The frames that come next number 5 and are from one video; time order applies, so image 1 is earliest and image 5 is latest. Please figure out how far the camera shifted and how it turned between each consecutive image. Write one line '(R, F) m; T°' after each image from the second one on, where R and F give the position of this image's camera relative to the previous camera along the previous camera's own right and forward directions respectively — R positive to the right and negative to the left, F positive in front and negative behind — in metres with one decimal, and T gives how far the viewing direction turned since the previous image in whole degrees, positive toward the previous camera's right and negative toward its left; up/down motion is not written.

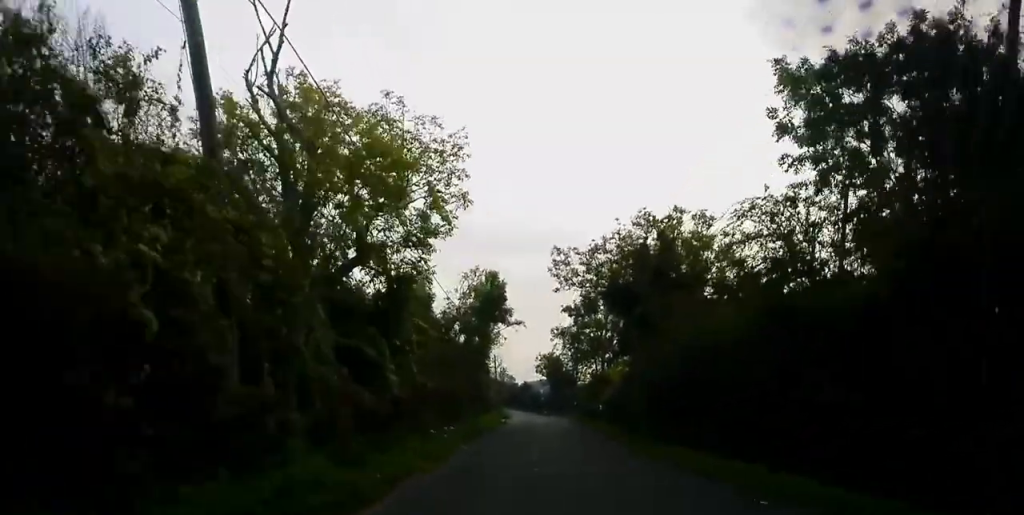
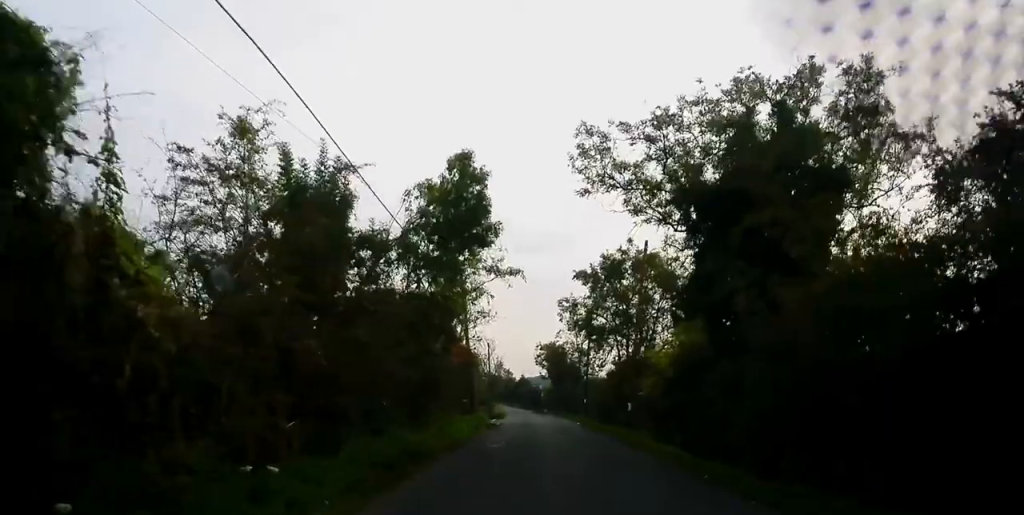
(+0.1, +14.8) m; 0°
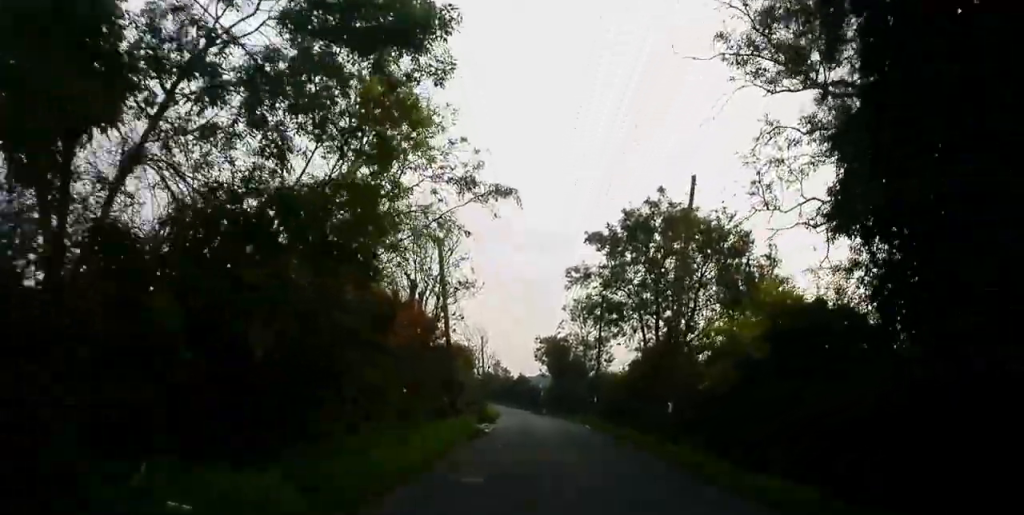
(-0.1, +9.9) m; +1°
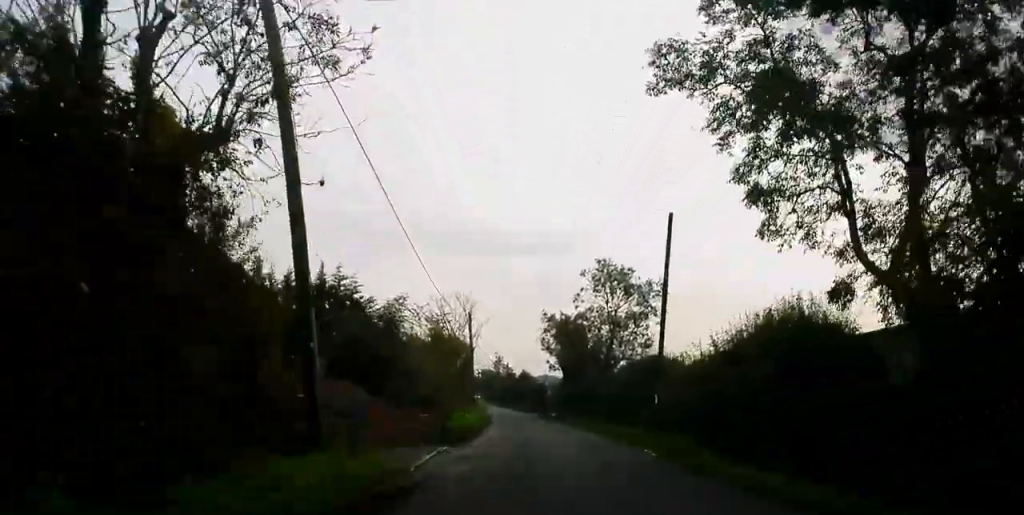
(+0.6, +21.3) m; 0°
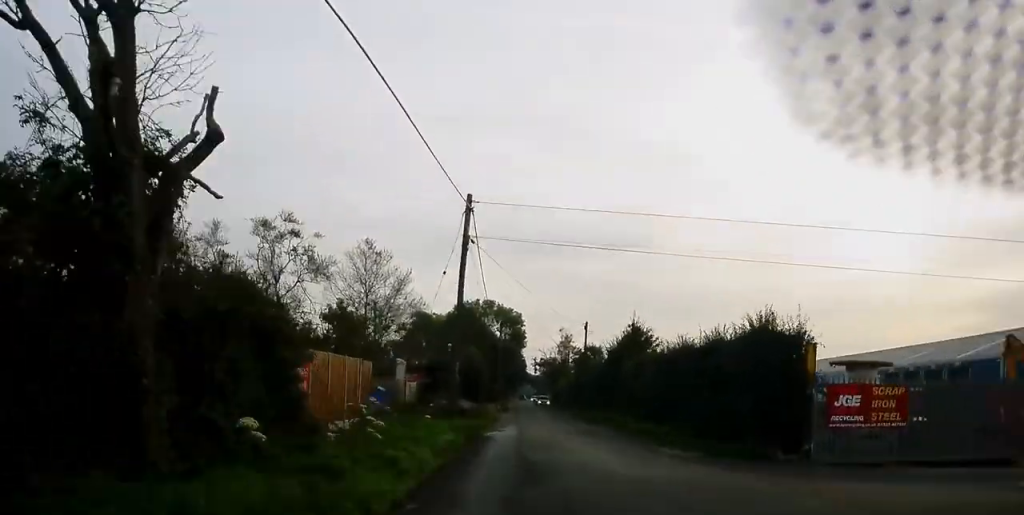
(-3.8, +79.9) m; -5°
